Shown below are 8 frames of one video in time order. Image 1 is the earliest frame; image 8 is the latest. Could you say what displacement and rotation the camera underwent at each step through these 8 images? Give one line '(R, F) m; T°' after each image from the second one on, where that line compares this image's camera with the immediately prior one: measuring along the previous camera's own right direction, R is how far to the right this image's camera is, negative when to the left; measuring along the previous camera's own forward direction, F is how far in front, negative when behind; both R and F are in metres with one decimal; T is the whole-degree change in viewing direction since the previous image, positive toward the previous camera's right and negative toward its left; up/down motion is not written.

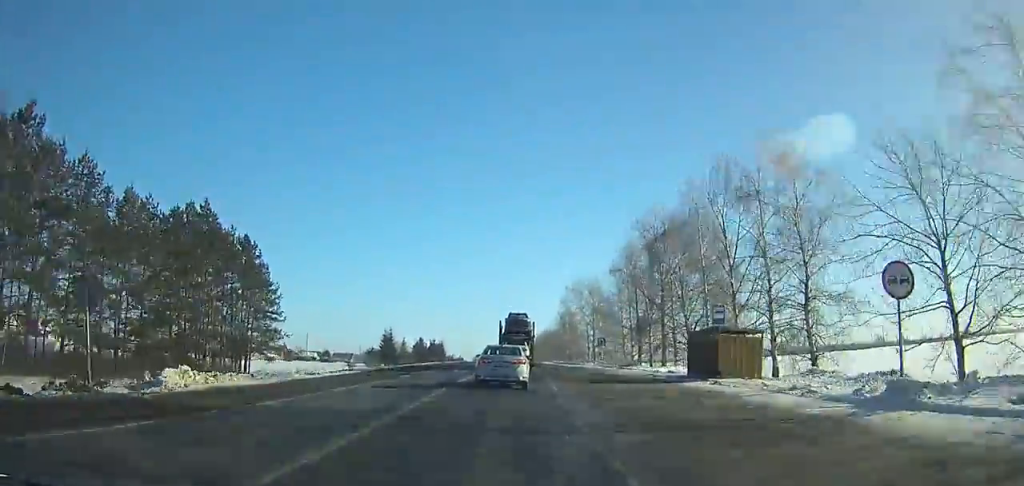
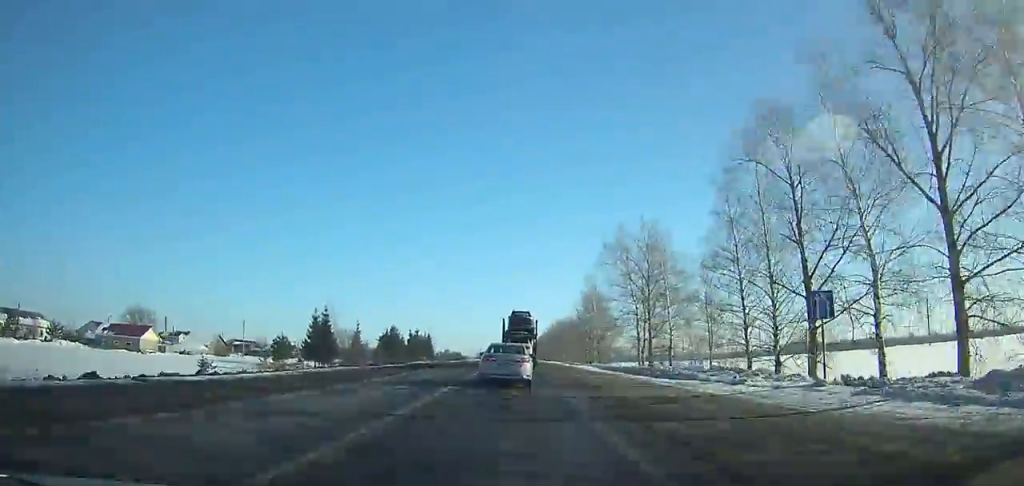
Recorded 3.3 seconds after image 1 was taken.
(-3.1, +47.2) m; -1°
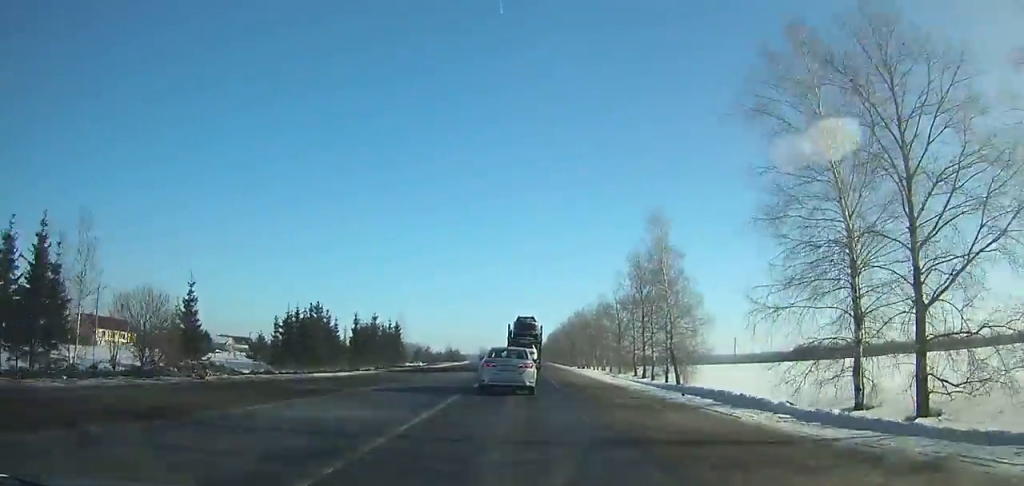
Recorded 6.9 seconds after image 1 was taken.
(+2.3, +52.4) m; +3°
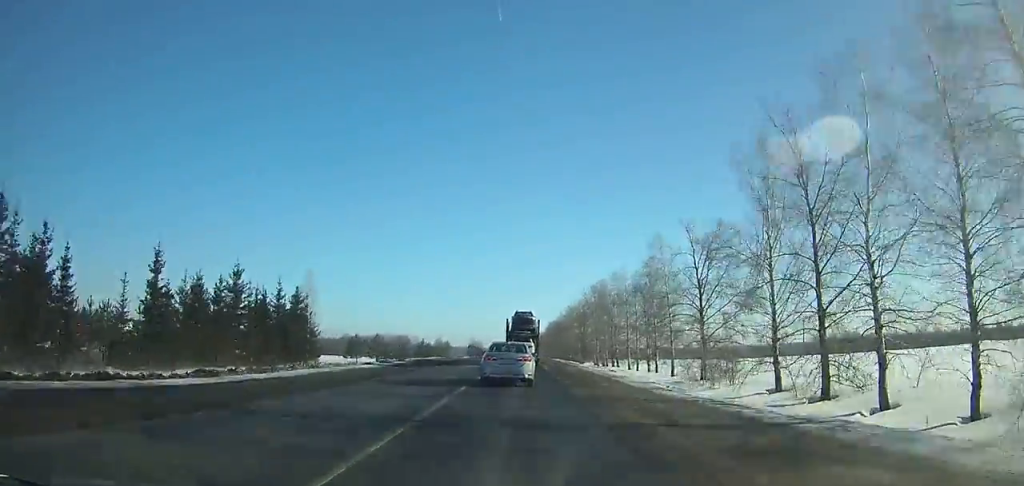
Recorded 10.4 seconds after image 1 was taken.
(+0.3, +51.5) m; +1°
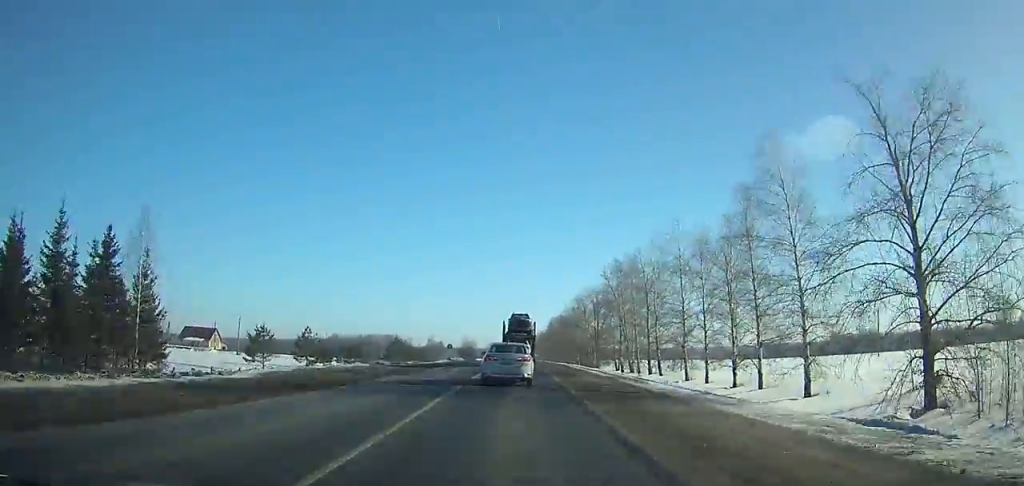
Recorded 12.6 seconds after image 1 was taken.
(+0.1, +32.9) m; 0°
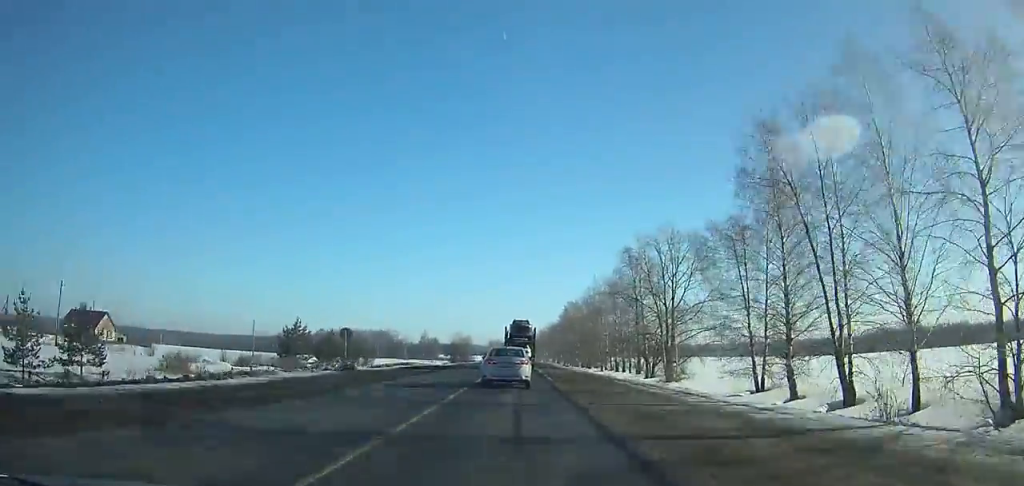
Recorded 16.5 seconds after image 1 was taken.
(-0.3, +59.4) m; 0°
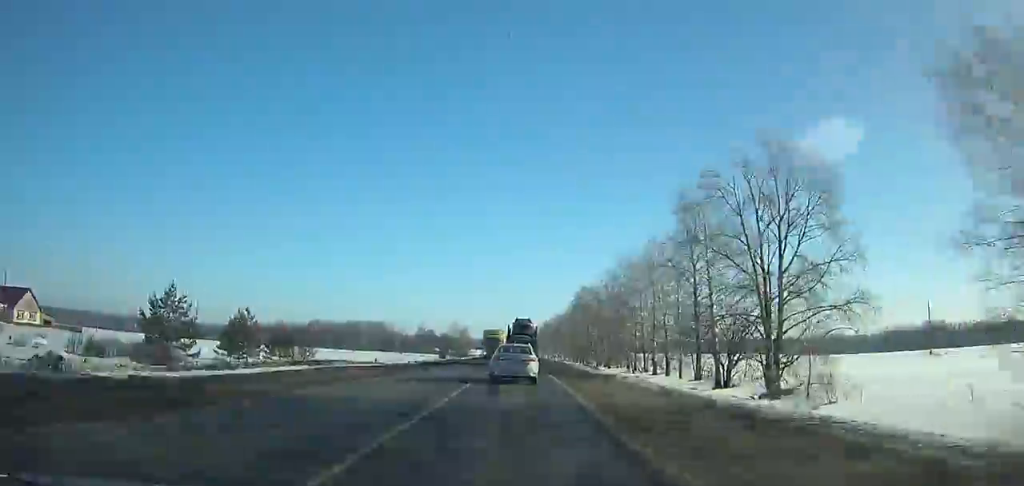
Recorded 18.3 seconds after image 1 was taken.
(0.0, +28.5) m; 0°
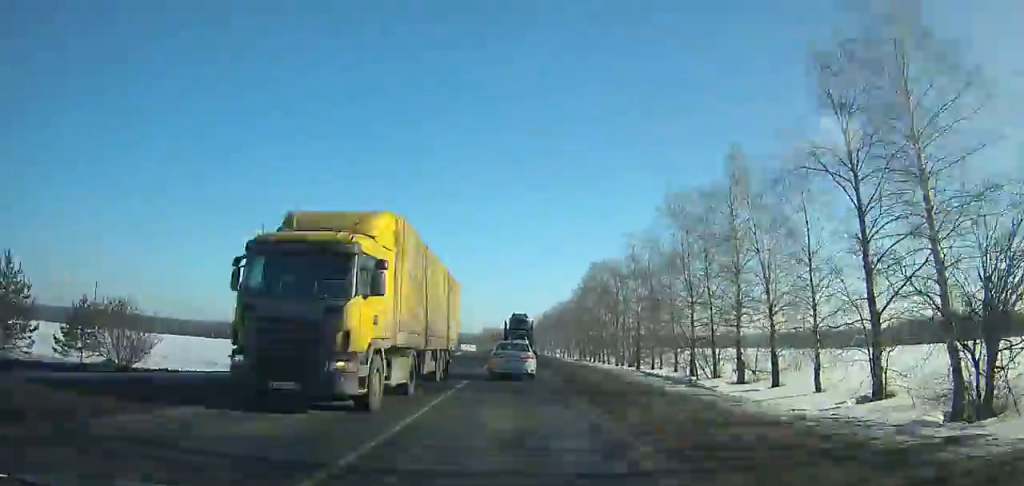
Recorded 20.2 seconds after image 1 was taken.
(0.0, +30.5) m; 0°
